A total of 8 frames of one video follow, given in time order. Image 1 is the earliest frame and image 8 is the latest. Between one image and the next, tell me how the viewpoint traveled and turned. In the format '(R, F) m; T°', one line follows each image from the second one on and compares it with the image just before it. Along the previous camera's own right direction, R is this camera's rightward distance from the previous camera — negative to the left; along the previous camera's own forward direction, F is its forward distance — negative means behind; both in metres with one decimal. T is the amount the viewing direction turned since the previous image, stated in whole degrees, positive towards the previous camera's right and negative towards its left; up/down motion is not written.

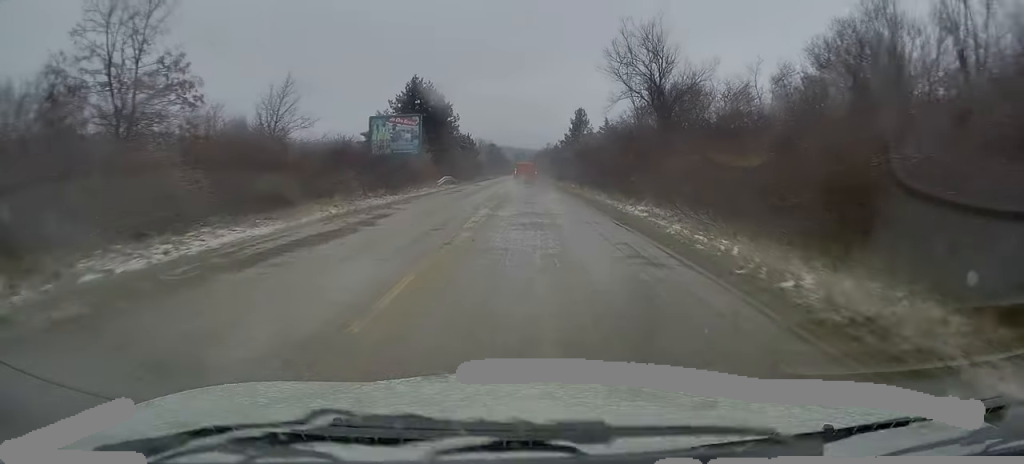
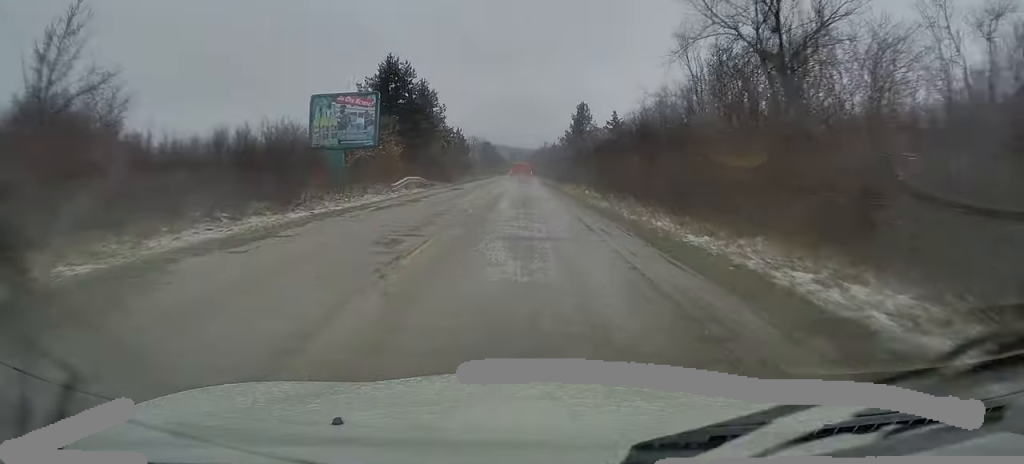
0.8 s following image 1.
(+0.1, +14.0) m; 0°
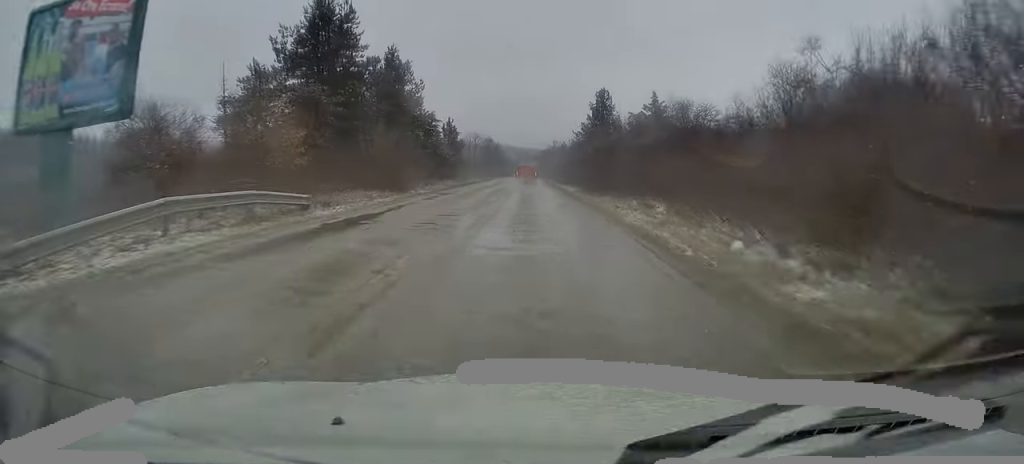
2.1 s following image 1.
(-0.1, +25.1) m; -1°
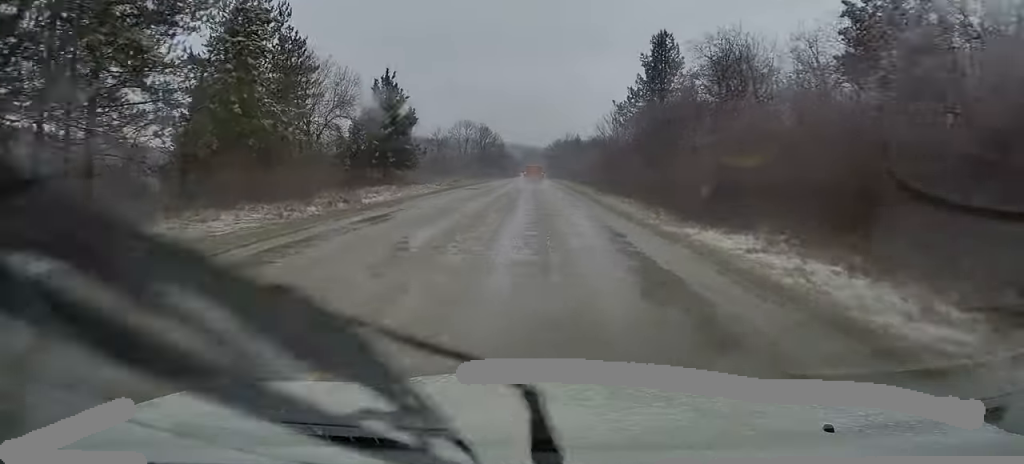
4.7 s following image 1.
(0.0, +48.0) m; 0°
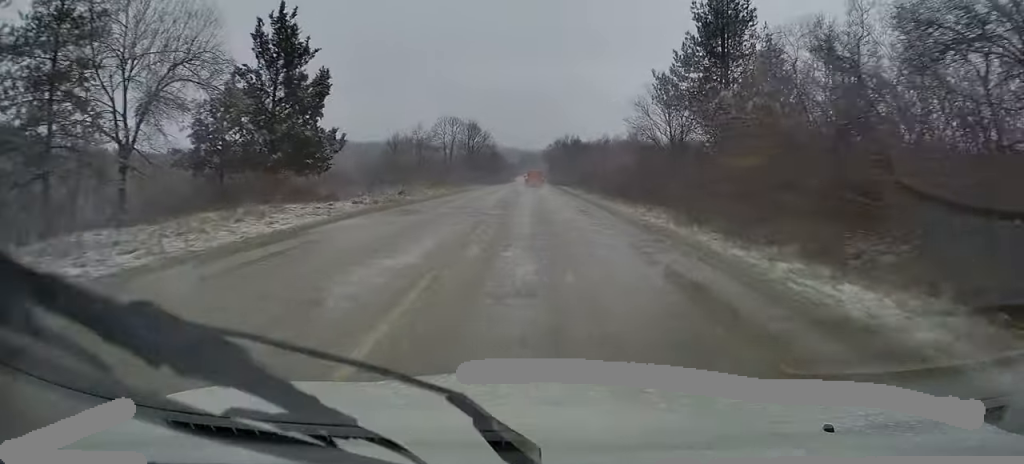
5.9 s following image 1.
(0.0, +23.0) m; 0°
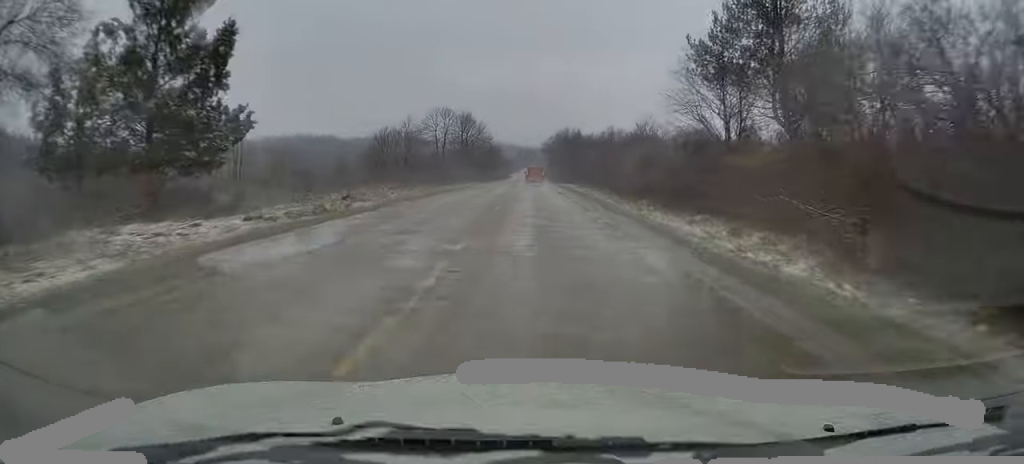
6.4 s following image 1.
(0.0, +10.4) m; 0°
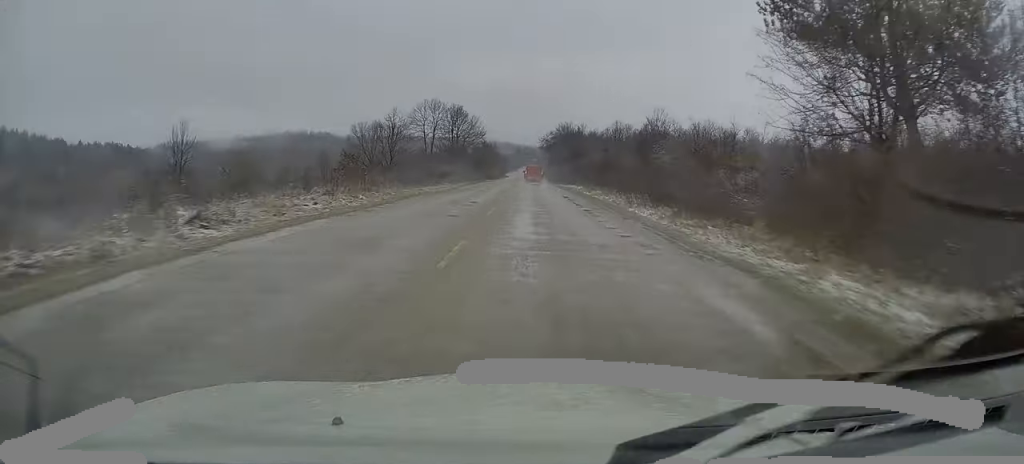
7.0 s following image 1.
(-0.1, +11.7) m; 0°
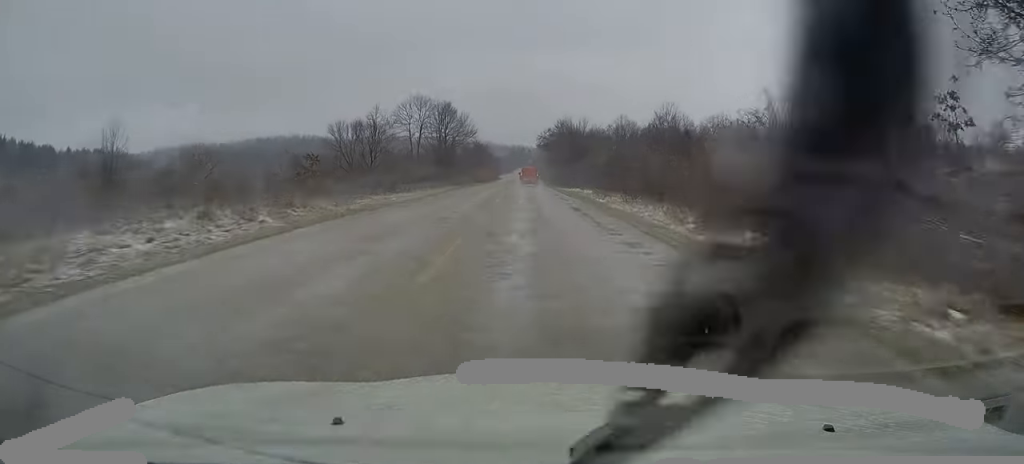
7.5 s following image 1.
(+0.1, +9.9) m; 0°
